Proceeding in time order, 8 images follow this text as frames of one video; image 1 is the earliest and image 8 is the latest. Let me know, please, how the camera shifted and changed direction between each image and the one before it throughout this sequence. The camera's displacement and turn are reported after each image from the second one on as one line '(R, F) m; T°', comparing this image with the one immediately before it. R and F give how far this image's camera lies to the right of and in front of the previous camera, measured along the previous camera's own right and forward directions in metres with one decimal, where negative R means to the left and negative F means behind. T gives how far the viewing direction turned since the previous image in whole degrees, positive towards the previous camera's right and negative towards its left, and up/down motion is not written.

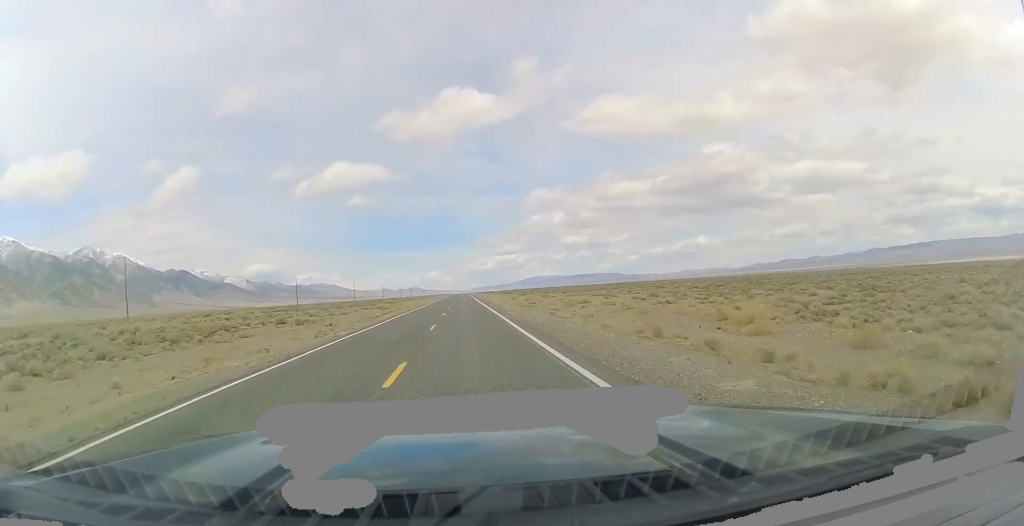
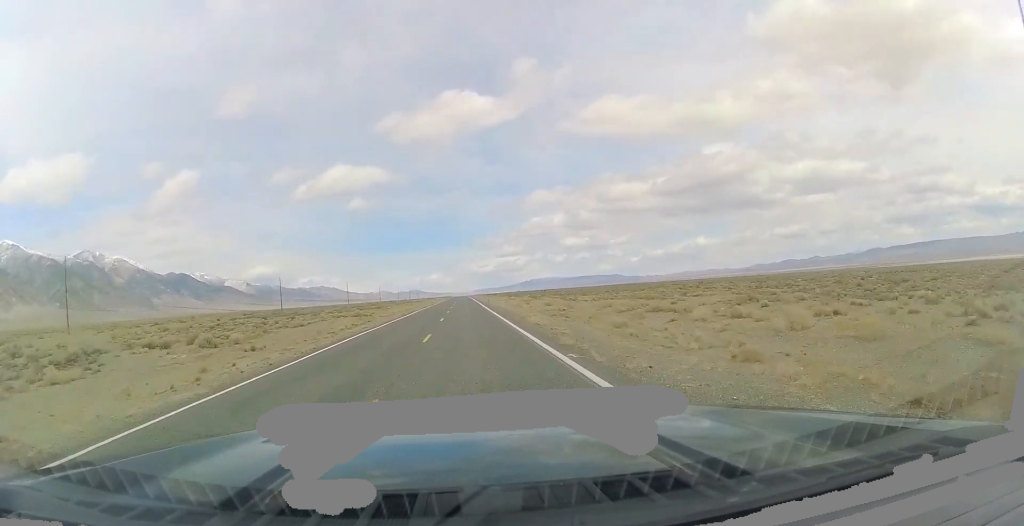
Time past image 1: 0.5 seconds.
(-0.2, +18.3) m; 0°
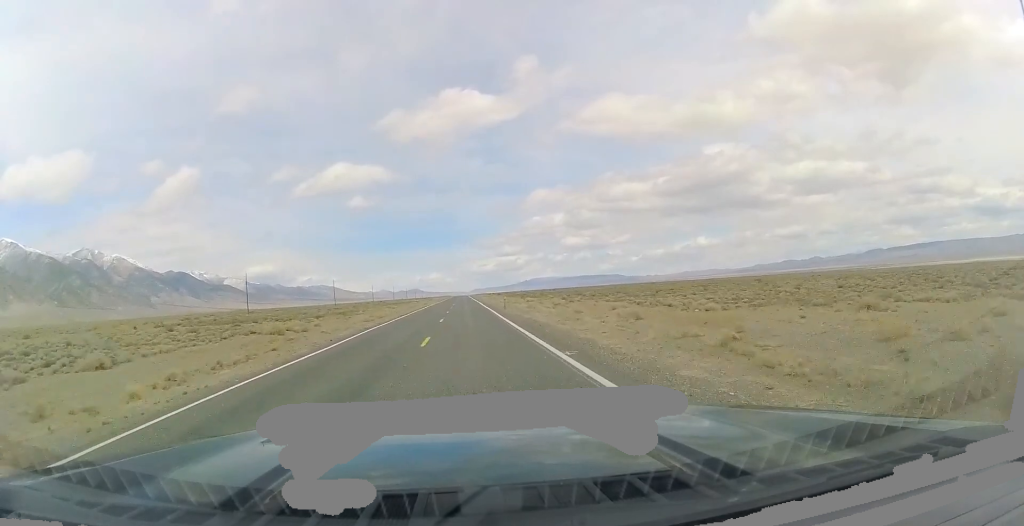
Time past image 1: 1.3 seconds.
(+0.5, +29.1) m; 0°
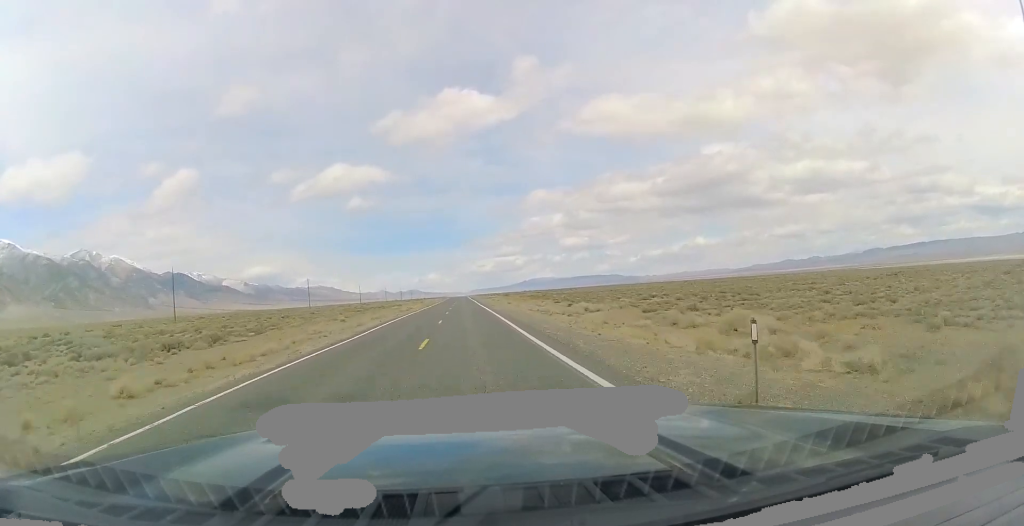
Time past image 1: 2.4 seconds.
(-0.3, +41.3) m; -1°
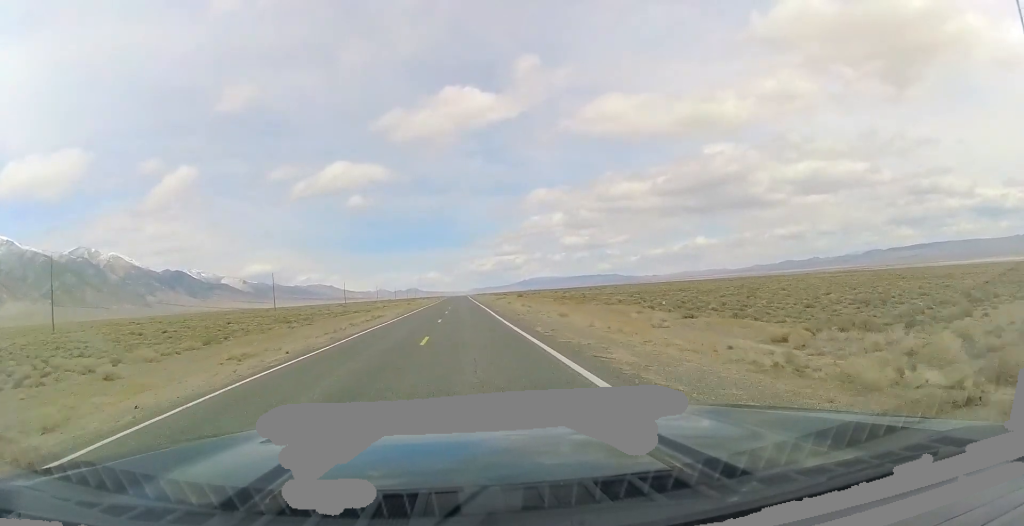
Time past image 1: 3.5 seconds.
(-0.2, +40.0) m; 0°
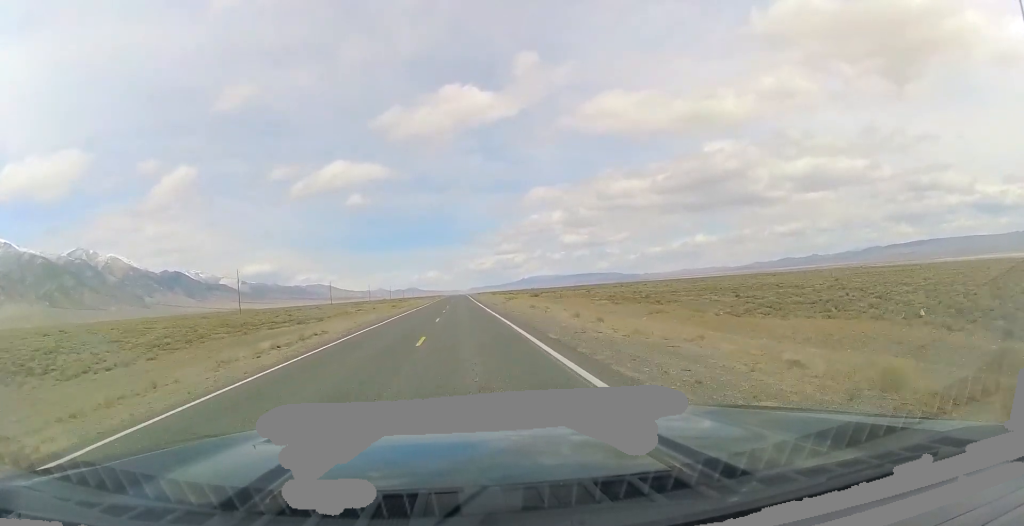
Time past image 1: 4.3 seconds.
(0.0, +27.9) m; 0°
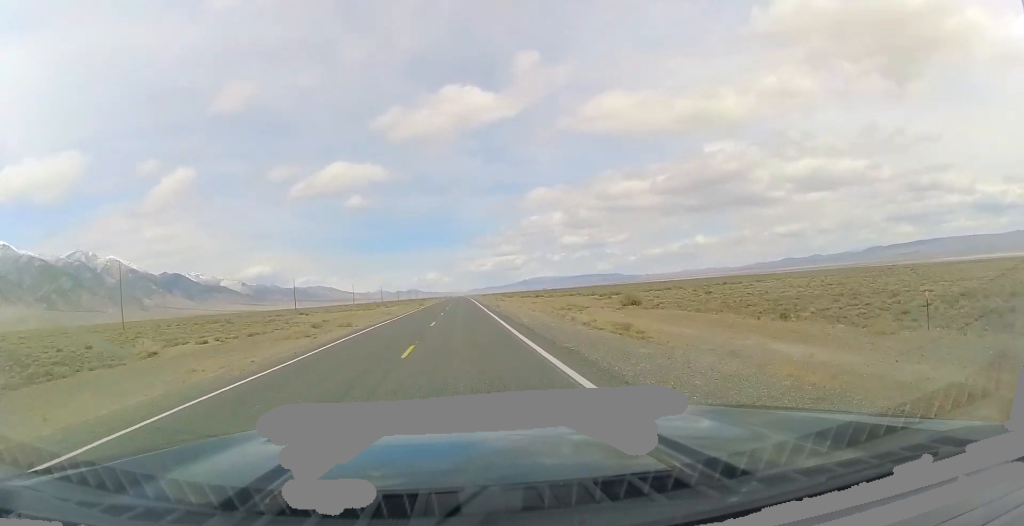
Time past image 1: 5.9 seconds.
(+0.3, +56.9) m; 0°
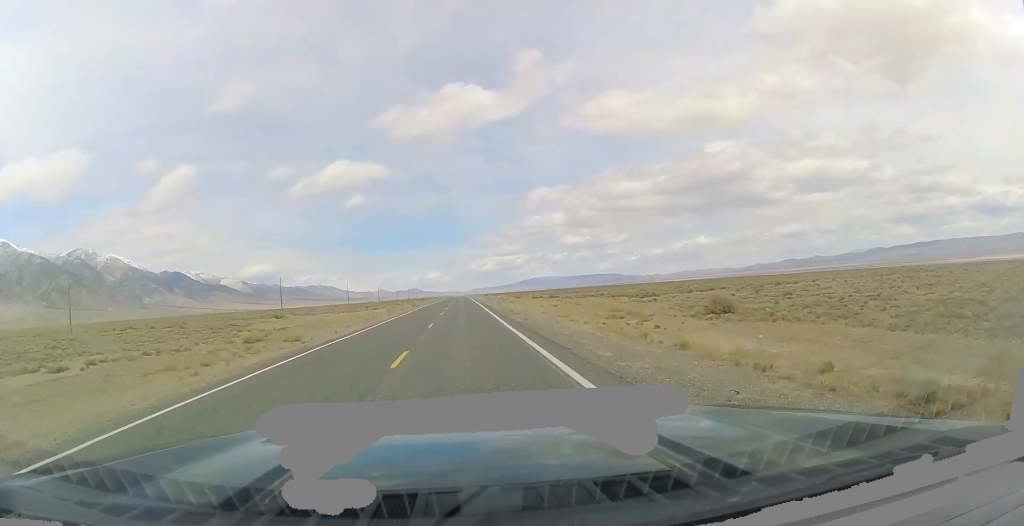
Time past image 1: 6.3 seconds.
(0.0, +15.8) m; 0°
